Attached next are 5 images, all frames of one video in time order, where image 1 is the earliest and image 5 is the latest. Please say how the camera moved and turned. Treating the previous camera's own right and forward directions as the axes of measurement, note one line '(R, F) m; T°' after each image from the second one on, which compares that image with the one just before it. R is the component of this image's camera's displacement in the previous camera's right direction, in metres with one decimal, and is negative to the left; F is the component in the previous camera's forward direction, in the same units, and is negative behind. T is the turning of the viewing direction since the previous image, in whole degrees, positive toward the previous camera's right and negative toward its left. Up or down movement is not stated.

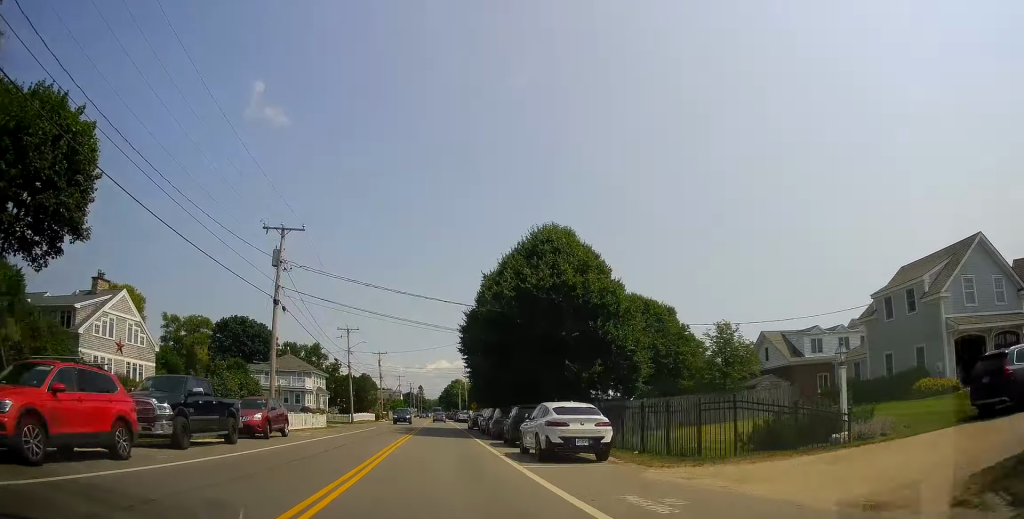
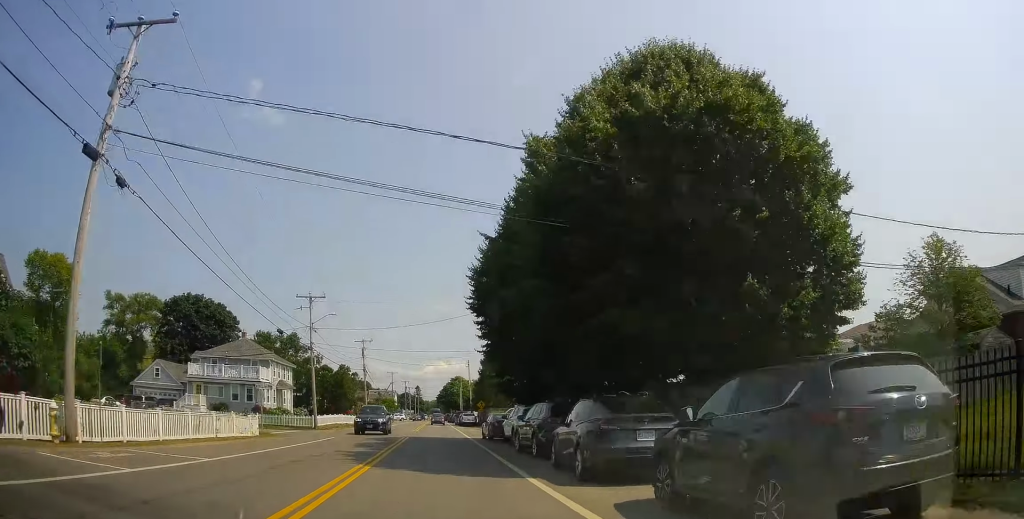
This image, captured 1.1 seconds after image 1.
(+0.1, +18.6) m; 0°
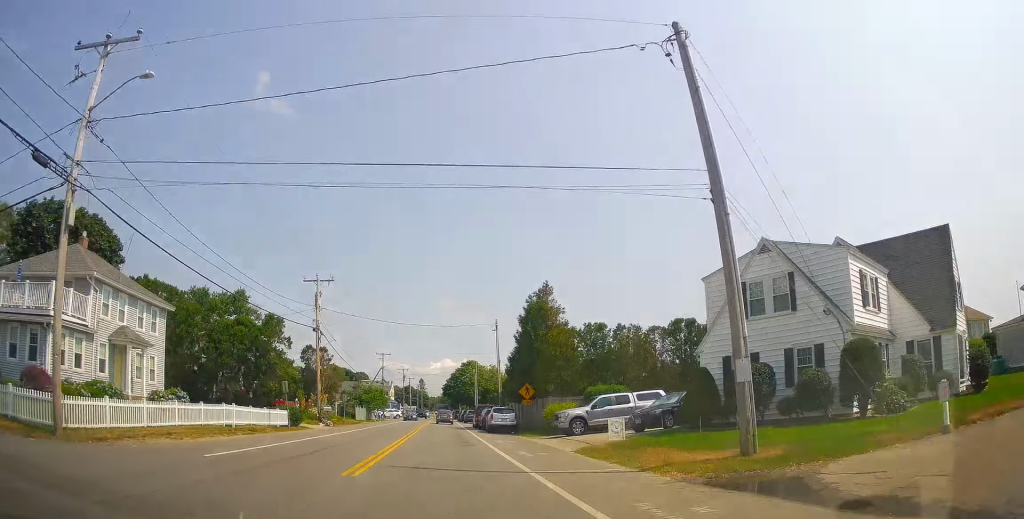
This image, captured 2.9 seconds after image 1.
(-0.2, +33.0) m; -1°
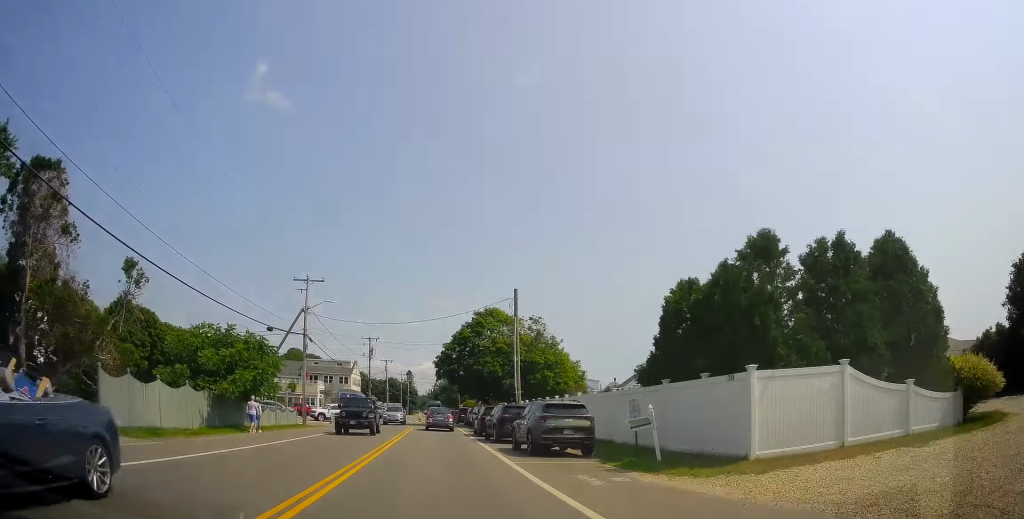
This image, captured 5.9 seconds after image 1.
(-0.4, +52.7) m; 0°
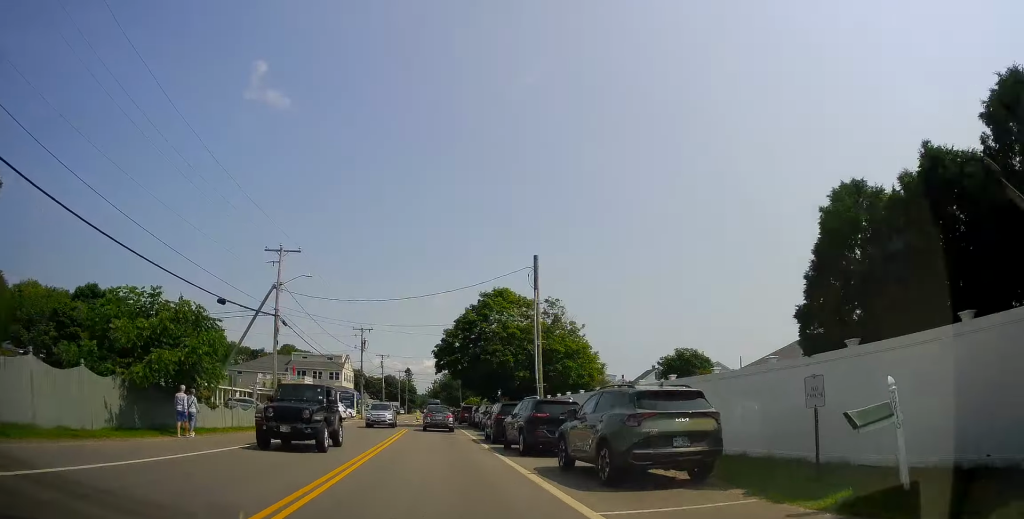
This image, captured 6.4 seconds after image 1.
(-0.3, +8.0) m; +1°
